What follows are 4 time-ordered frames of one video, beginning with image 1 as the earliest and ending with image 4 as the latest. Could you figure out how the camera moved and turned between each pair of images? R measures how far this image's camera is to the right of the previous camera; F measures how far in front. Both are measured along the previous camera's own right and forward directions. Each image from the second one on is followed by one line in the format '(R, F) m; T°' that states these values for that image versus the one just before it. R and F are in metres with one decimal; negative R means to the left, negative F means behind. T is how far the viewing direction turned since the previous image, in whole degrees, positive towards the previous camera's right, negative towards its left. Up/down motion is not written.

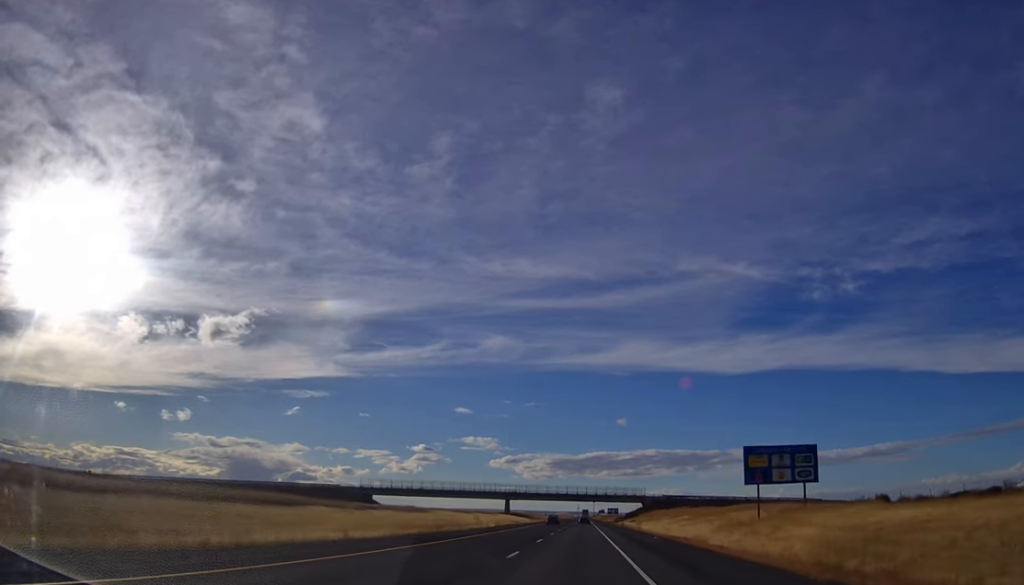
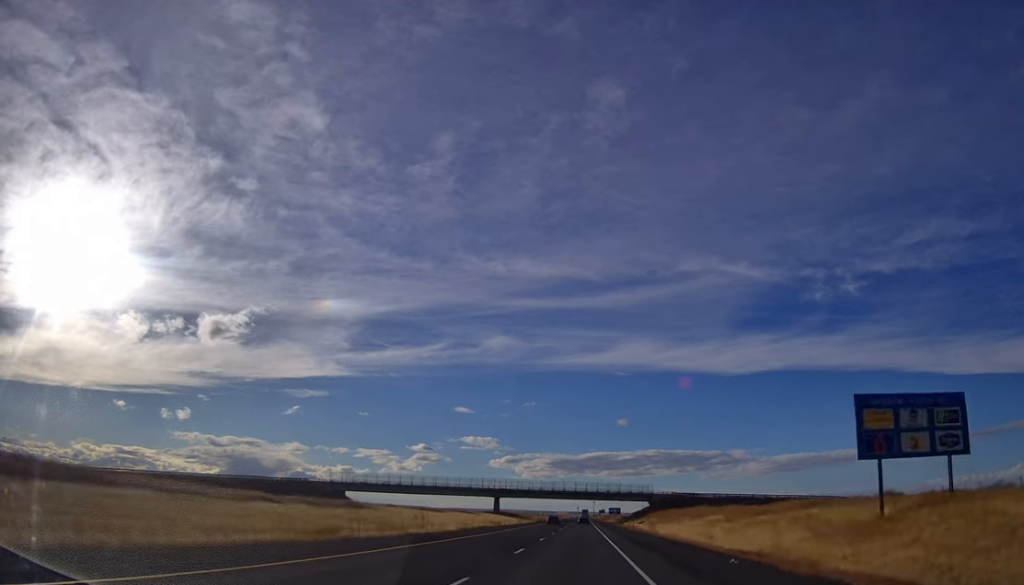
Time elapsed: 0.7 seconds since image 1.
(+0.7, +22.4) m; 0°
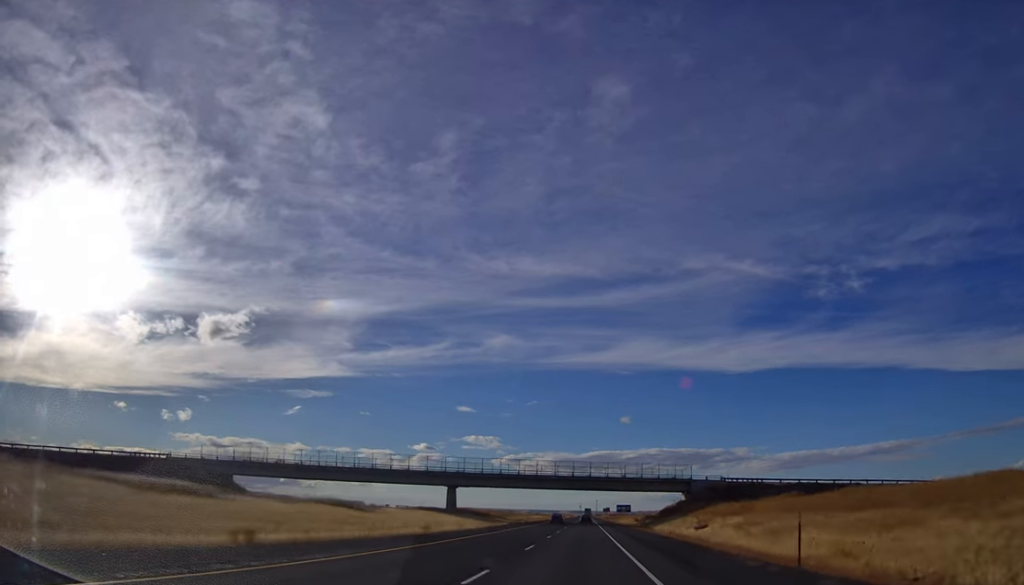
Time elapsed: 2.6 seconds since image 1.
(-0.4, +59.8) m; 0°
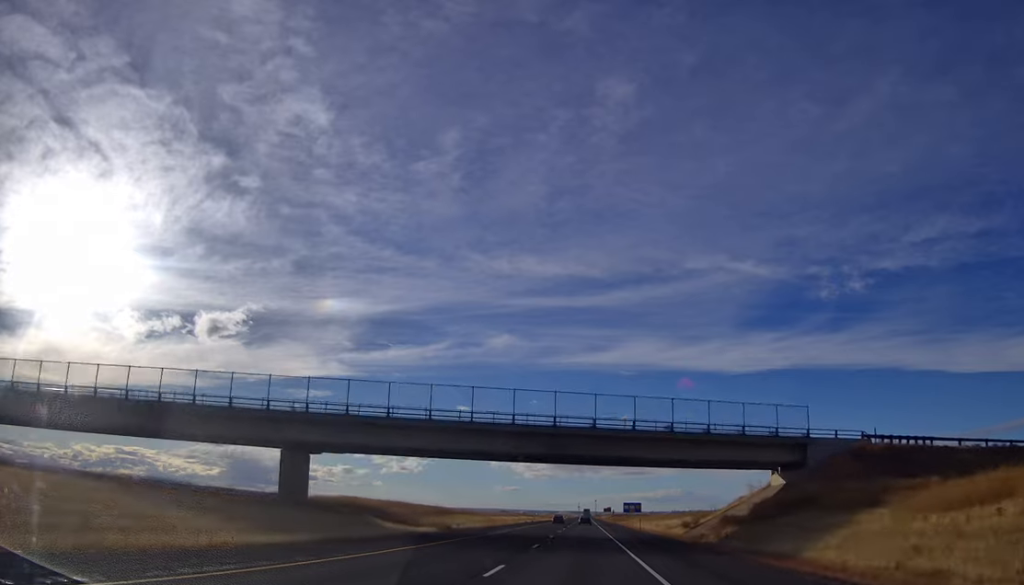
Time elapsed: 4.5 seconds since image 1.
(-0.4, +60.2) m; -1°
